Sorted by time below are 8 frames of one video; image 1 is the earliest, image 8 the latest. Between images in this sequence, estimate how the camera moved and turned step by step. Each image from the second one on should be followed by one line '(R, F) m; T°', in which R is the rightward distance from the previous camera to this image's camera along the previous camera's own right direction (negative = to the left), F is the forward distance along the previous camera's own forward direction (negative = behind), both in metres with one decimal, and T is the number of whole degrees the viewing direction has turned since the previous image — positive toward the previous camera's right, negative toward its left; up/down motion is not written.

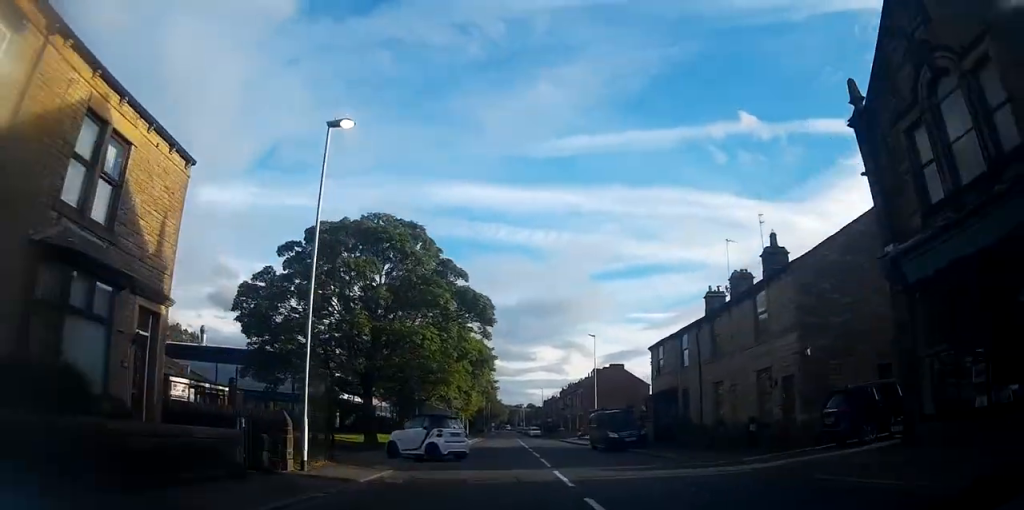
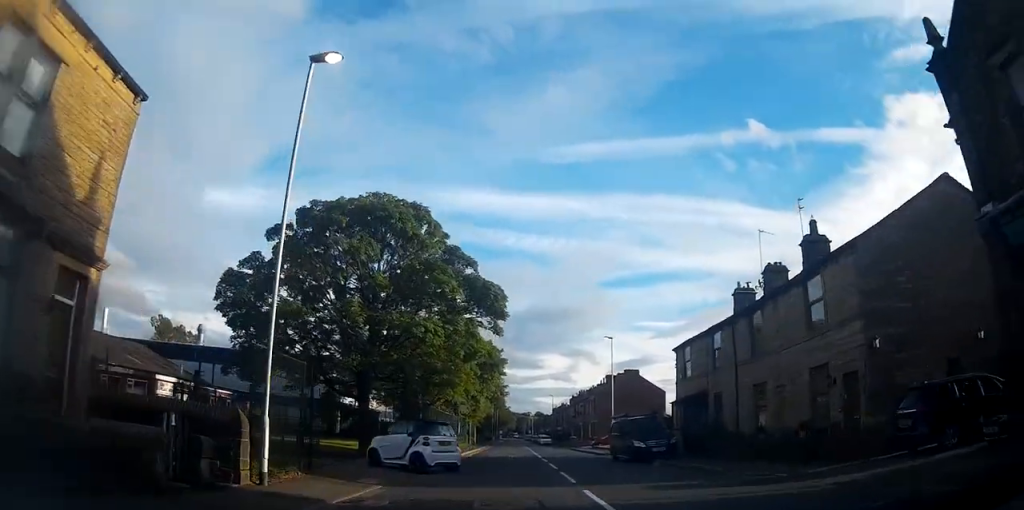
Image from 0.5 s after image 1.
(0.0, +3.8) m; -1°
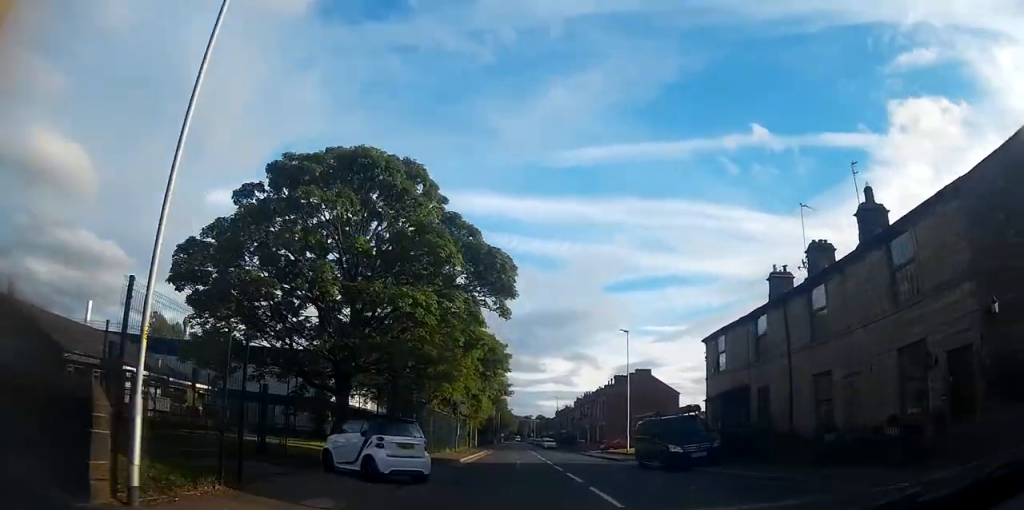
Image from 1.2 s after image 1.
(-0.2, +4.5) m; -1°
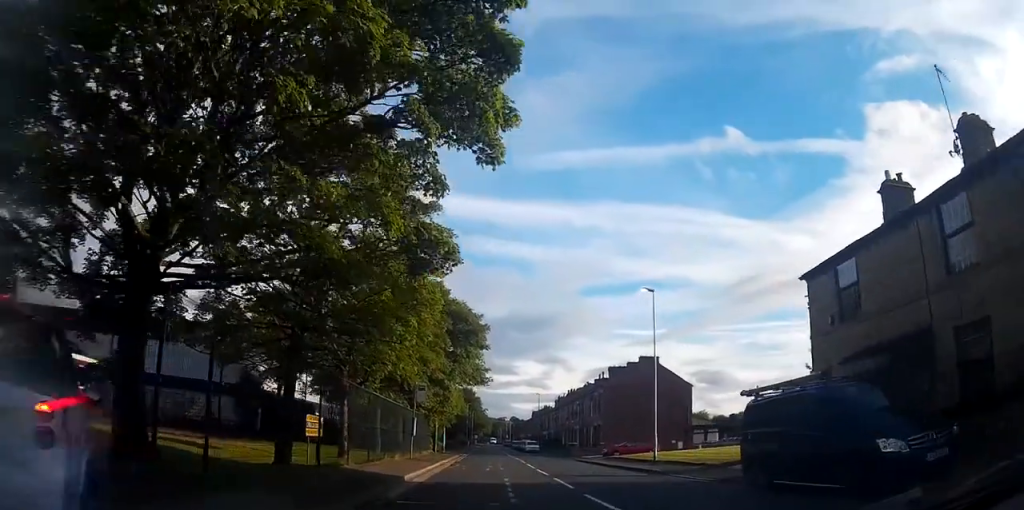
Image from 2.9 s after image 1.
(-0.1, +11.1) m; -1°
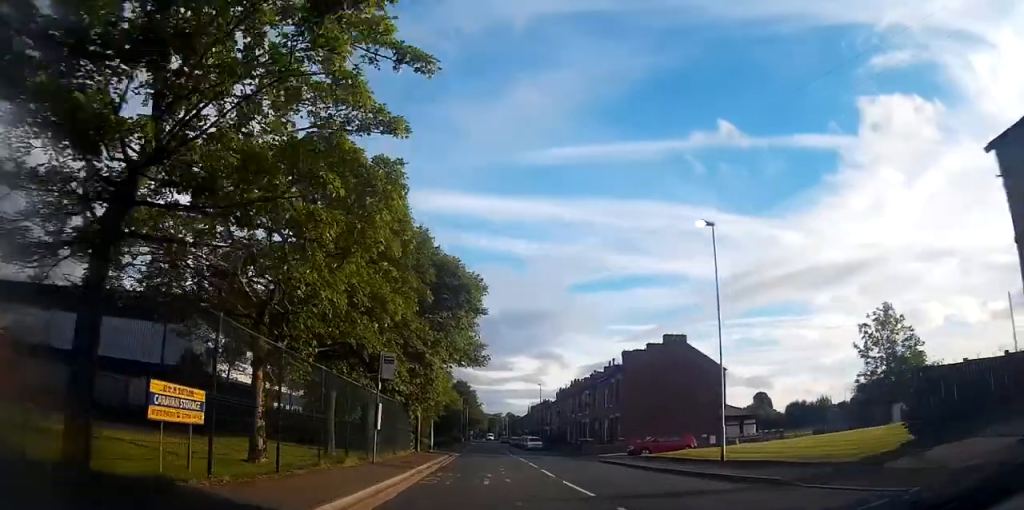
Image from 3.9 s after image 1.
(0.0, +8.3) m; +2°
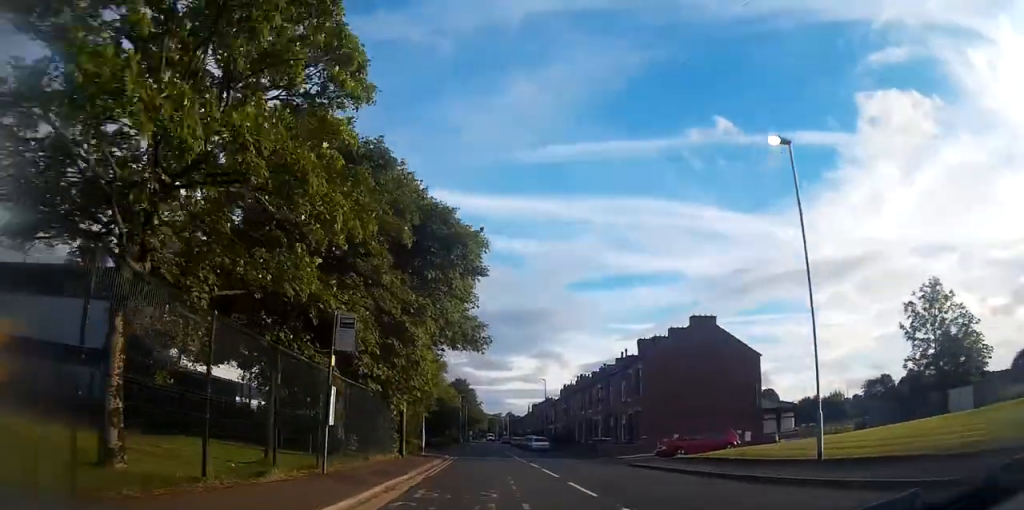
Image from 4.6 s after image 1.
(+0.1, +6.0) m; +1°
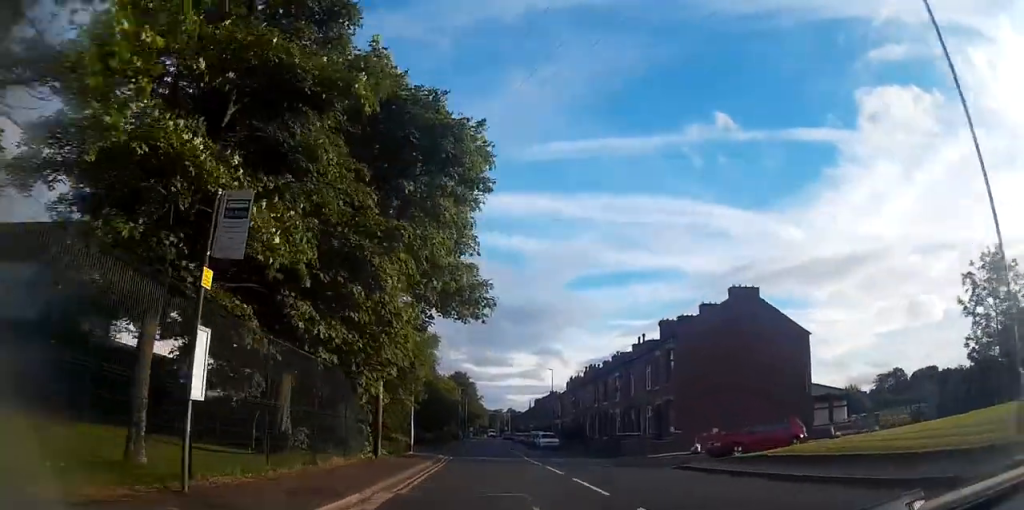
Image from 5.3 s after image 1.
(+0.3, +6.3) m; 0°
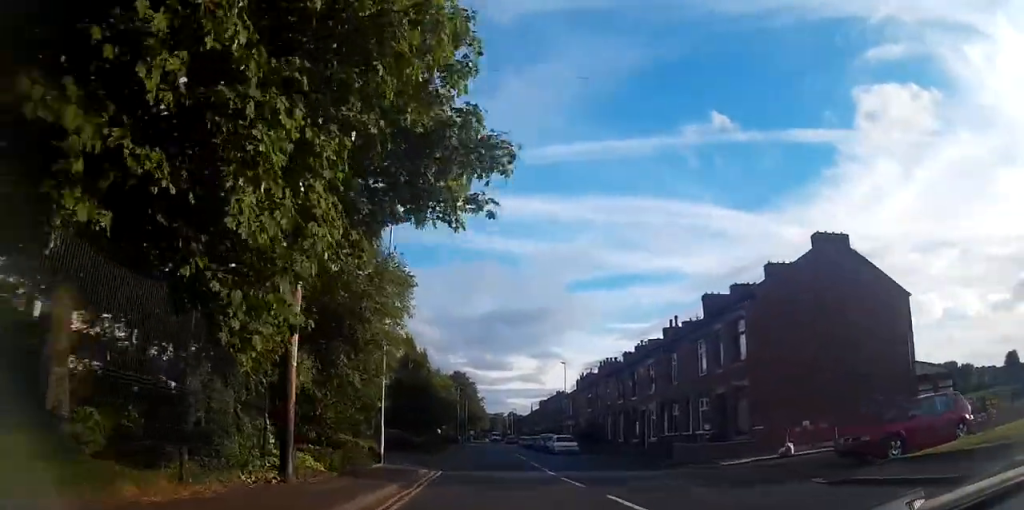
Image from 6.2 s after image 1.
(-0.4, +9.6) m; -3°
